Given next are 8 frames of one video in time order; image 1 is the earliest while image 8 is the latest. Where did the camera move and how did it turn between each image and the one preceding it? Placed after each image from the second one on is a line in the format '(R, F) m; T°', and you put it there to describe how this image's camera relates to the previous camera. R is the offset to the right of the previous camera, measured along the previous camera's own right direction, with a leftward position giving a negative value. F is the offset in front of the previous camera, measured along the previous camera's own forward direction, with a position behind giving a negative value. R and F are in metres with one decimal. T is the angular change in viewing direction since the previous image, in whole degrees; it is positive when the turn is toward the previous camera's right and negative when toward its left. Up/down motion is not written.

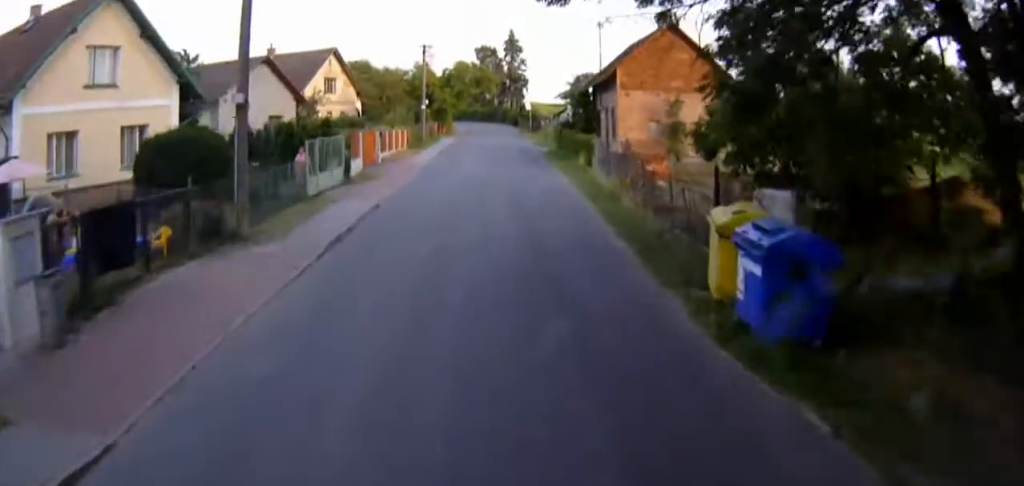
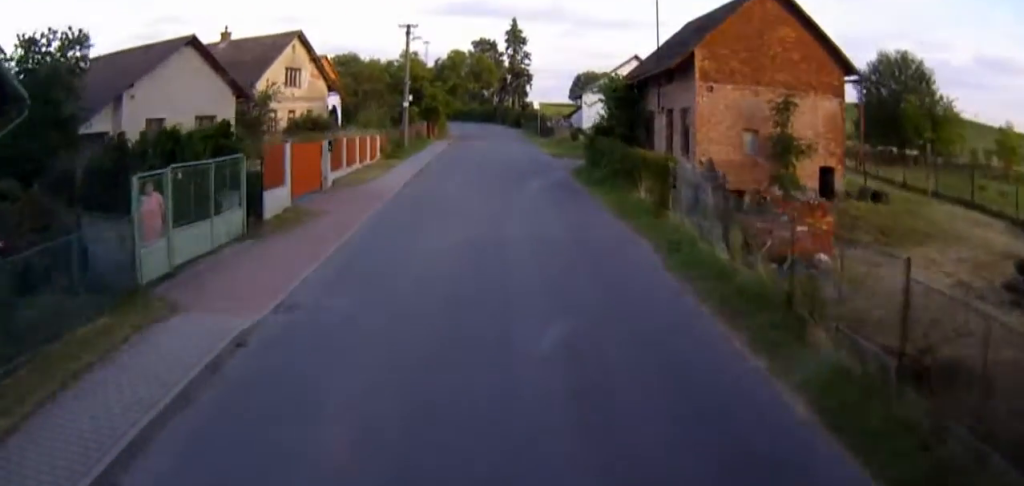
(+0.6, +9.8) m; +11°
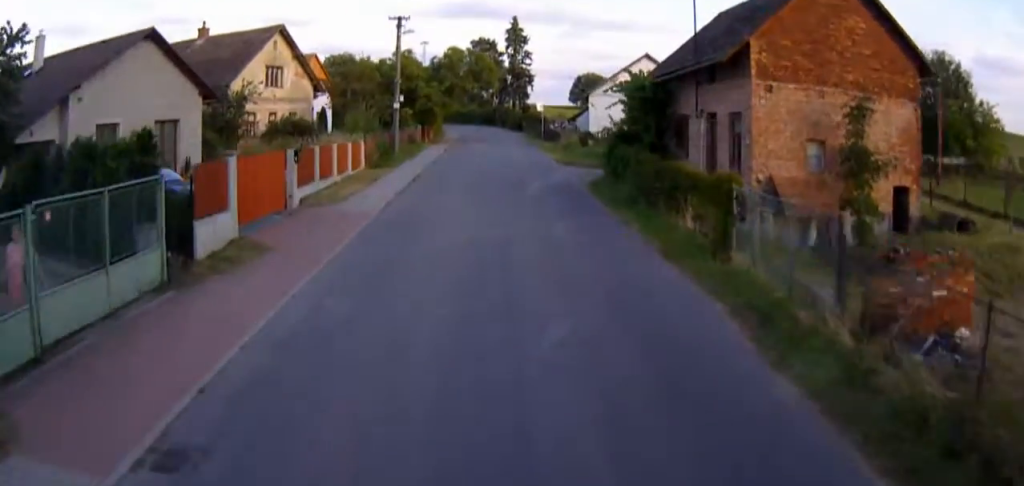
(0.0, +3.8) m; +6°
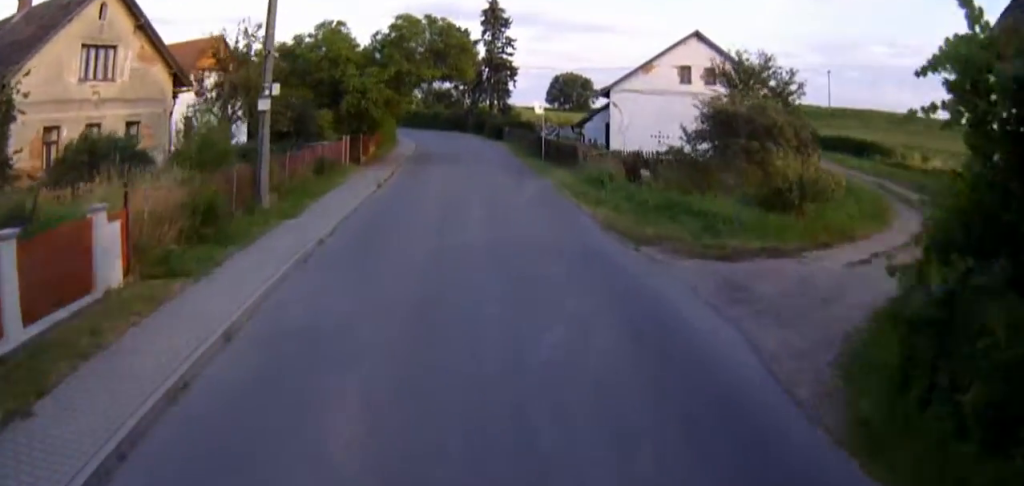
(+2.1, +18.3) m; +8°
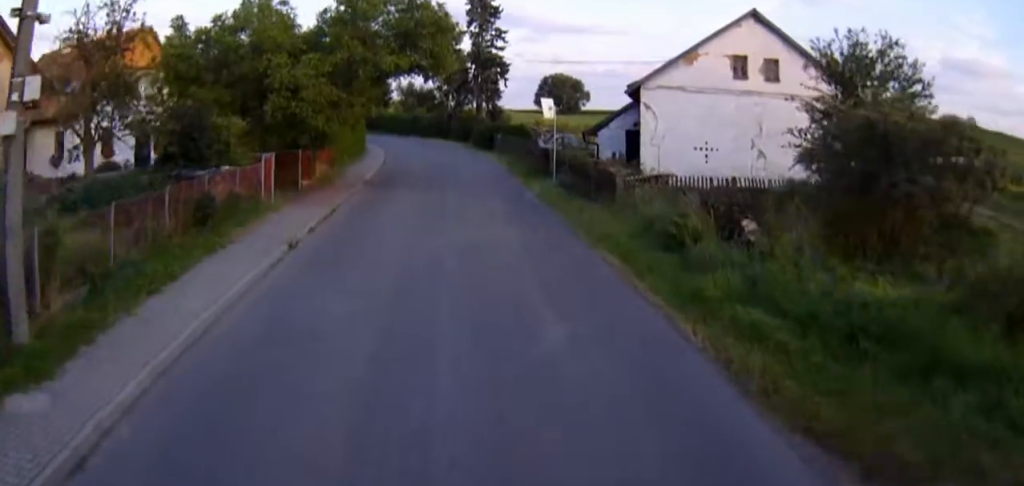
(+0.1, +10.4) m; -2°
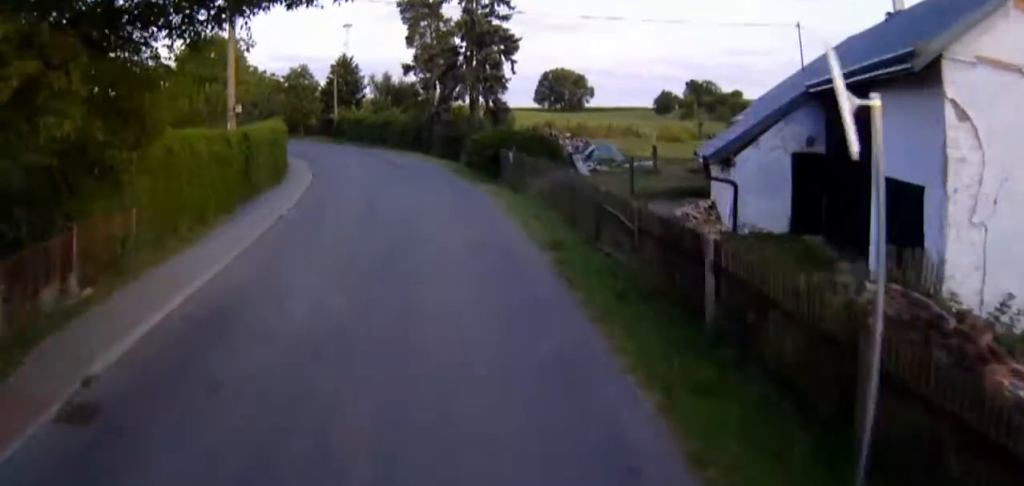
(-0.9, +21.1) m; -7°
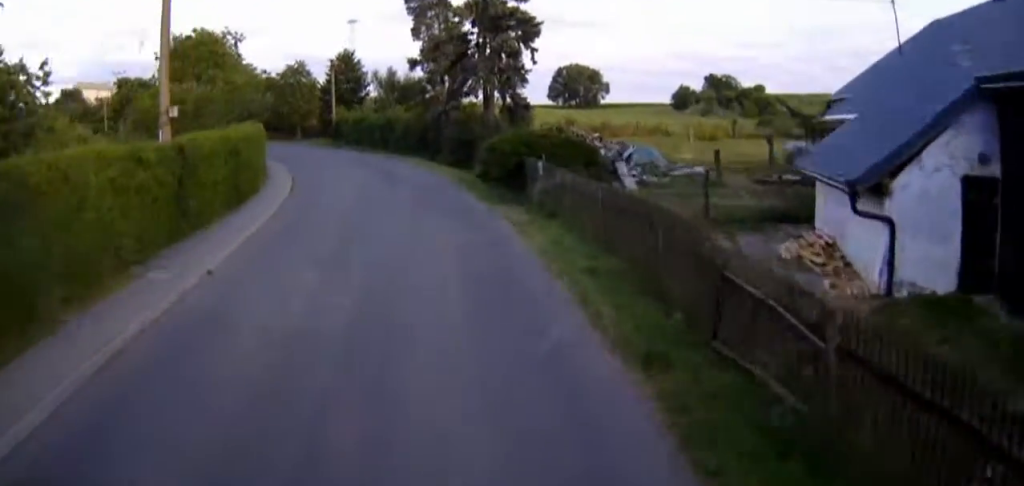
(0.0, +6.5) m; -3°
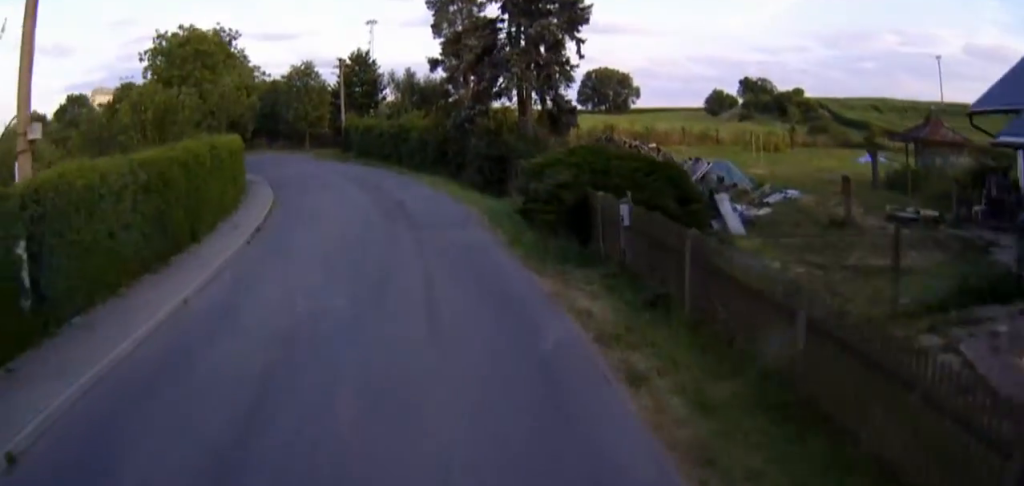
(-0.7, +7.4) m; -4°
